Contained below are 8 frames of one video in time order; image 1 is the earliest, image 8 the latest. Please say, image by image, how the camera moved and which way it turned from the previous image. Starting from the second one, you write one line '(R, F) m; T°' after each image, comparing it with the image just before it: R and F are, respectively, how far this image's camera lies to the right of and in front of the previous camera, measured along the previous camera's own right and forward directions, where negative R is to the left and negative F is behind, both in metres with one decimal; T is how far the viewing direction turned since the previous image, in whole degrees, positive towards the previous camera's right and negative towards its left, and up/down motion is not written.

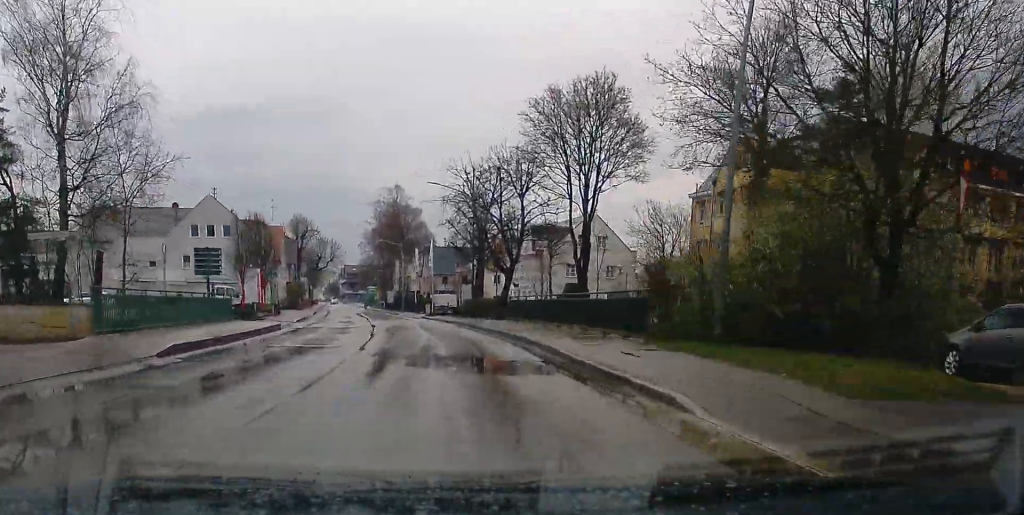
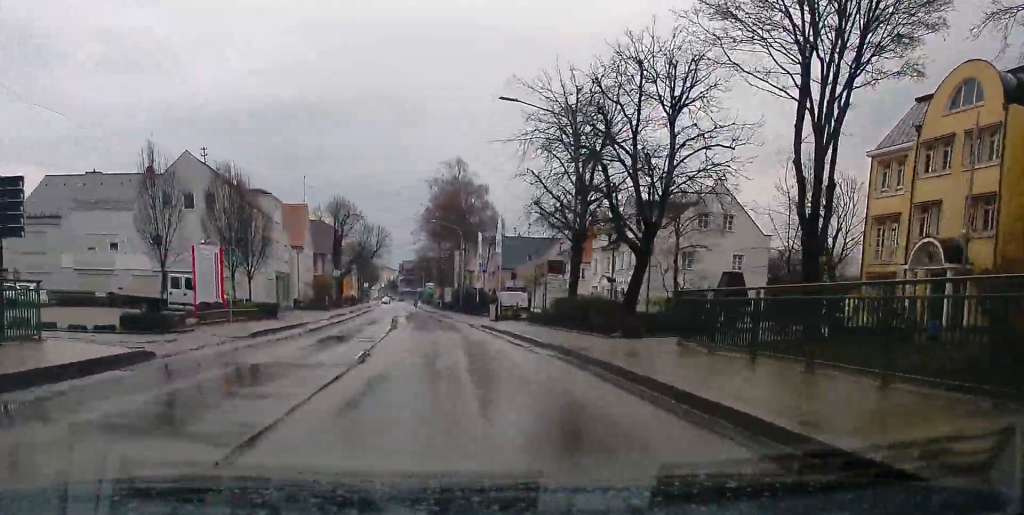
(-0.9, +23.6) m; -3°
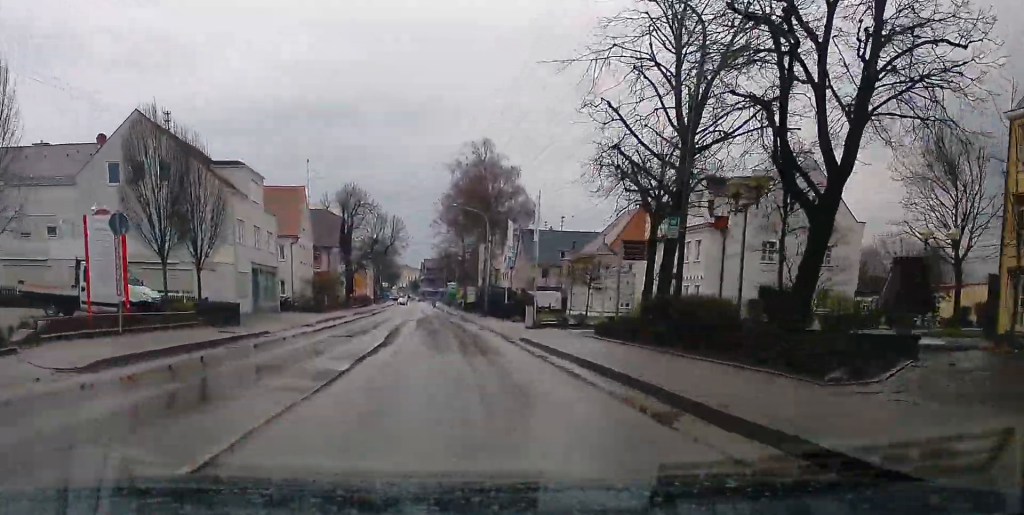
(-0.2, +13.4) m; -1°
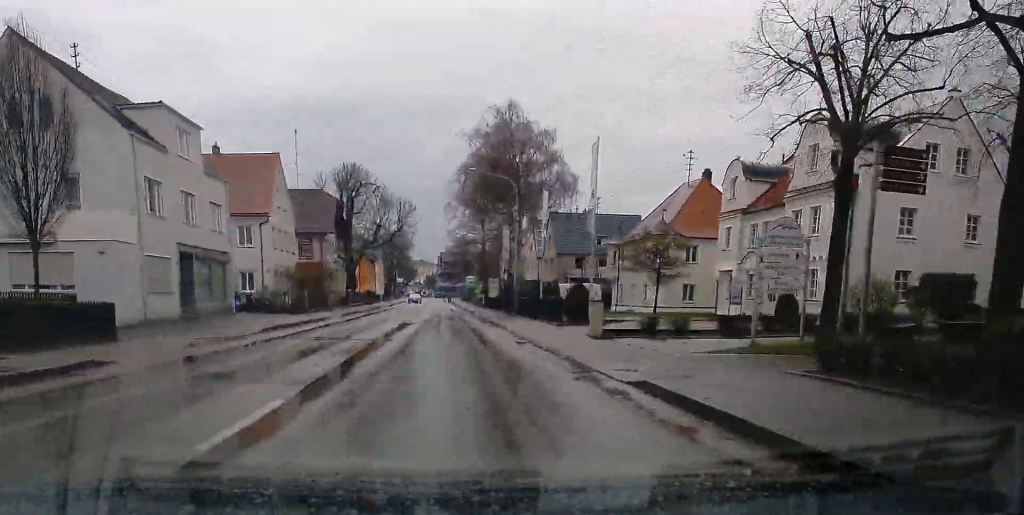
(-0.1, +15.3) m; -1°
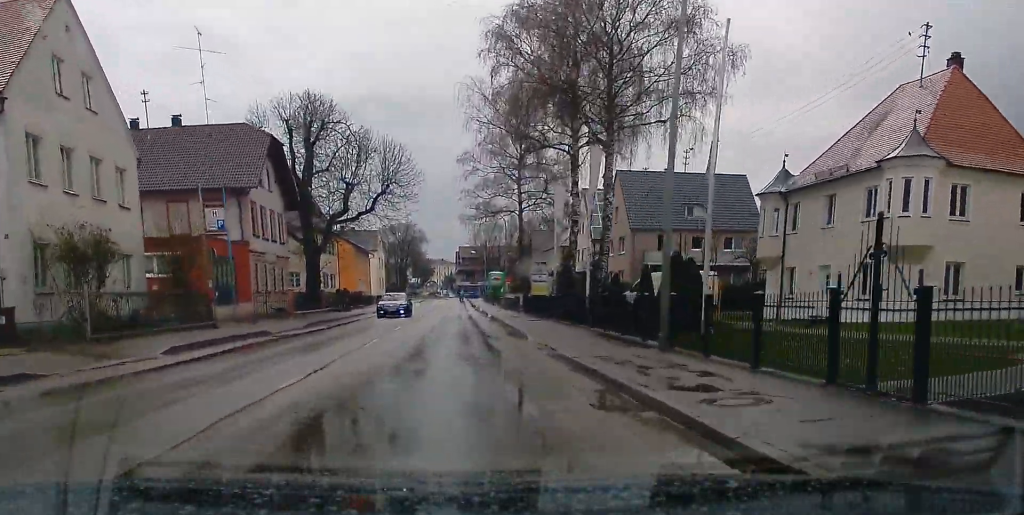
(-0.7, +32.0) m; -2°
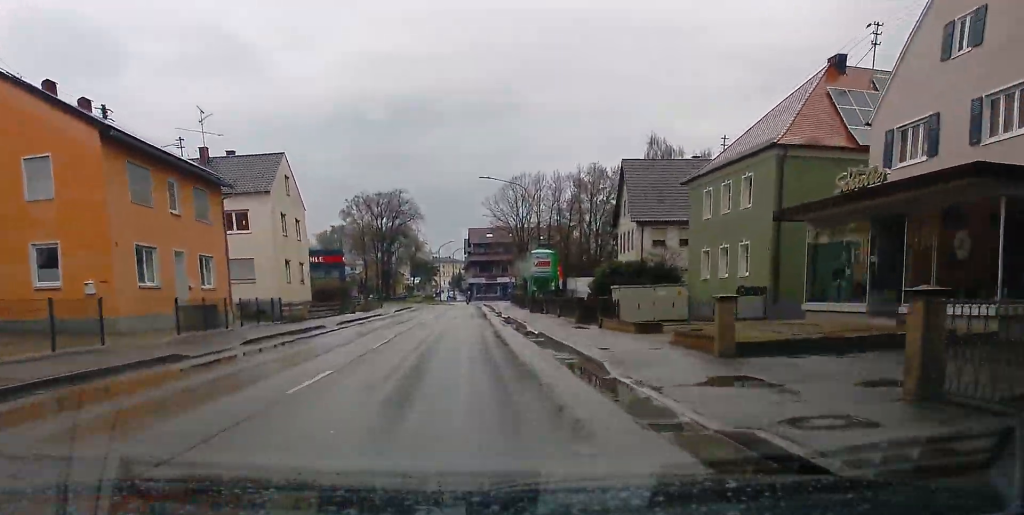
(-0.1, +63.1) m; +1°
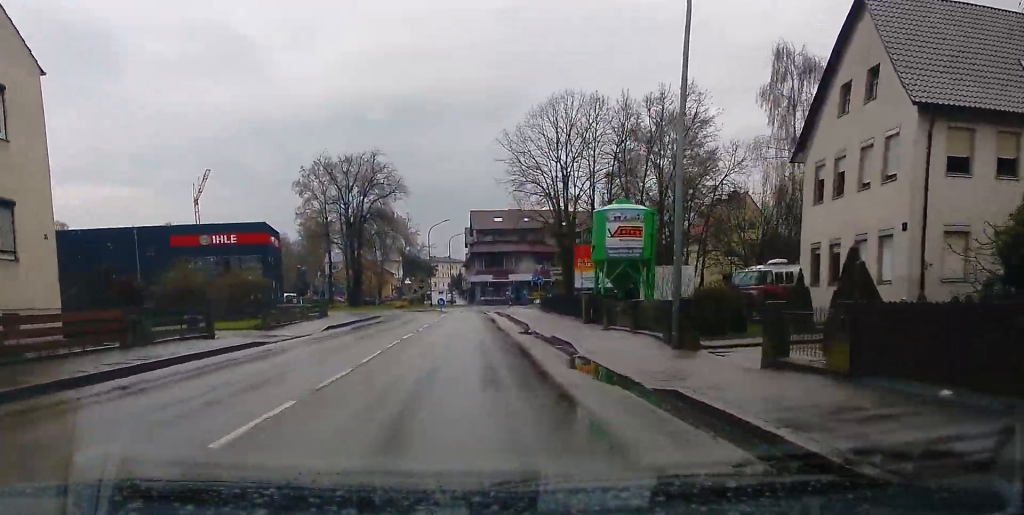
(+0.1, +31.5) m; 0°
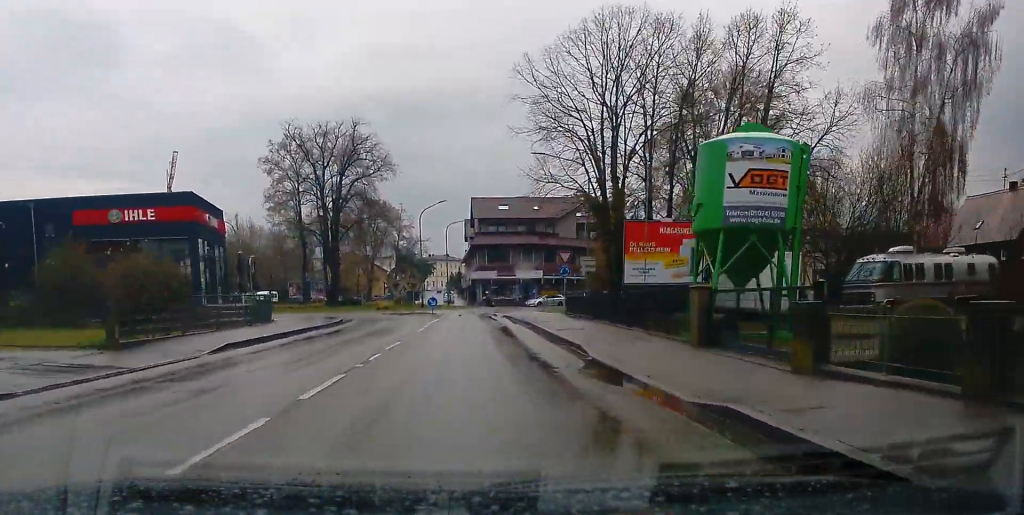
(0.0, +12.7) m; 0°
